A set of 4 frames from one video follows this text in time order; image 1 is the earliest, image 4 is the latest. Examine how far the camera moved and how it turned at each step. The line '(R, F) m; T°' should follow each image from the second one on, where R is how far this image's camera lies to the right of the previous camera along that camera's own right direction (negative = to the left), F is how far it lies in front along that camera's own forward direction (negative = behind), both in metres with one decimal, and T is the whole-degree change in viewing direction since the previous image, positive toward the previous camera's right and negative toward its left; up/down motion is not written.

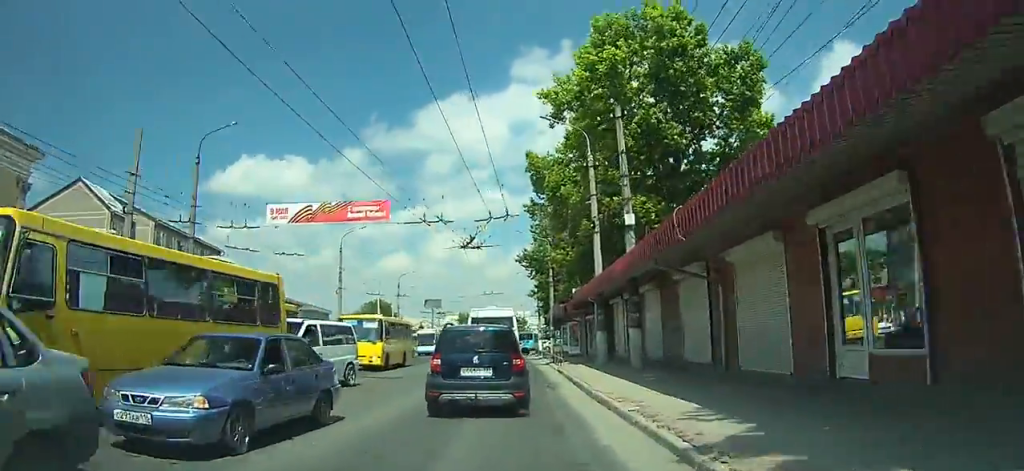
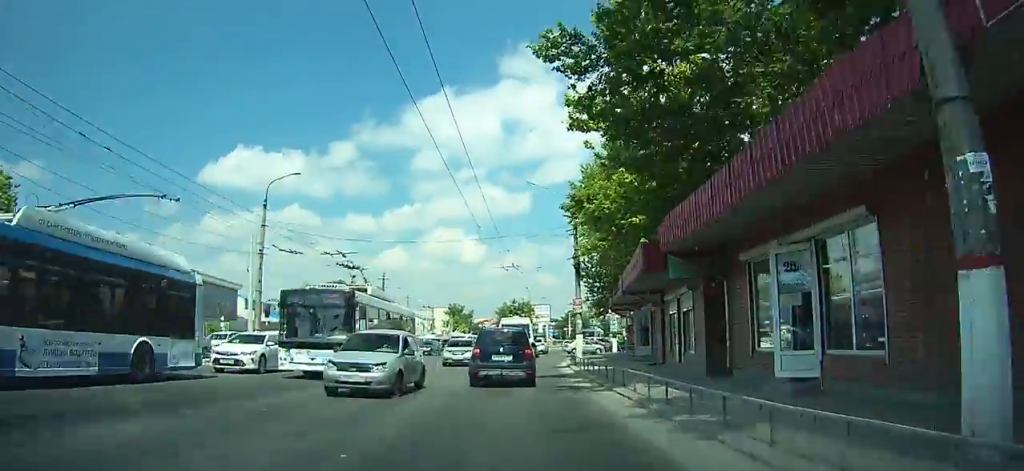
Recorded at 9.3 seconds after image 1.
(-0.5, +45.3) m; -1°
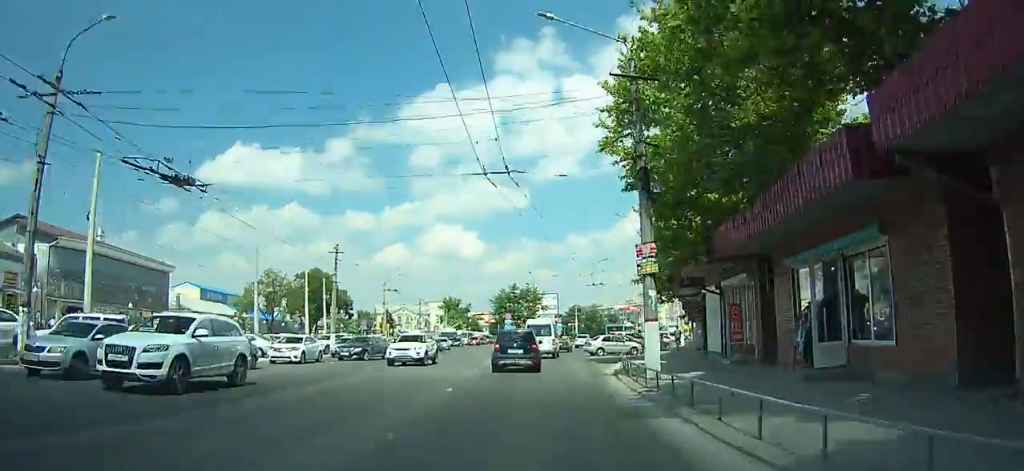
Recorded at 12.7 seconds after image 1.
(-0.2, +19.8) m; 0°
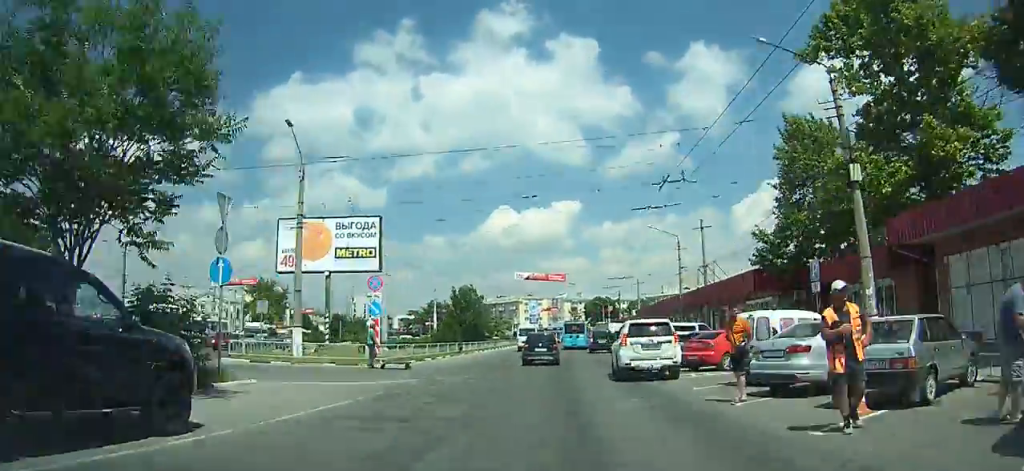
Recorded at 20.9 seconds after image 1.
(+4.5, +58.3) m; +11°
